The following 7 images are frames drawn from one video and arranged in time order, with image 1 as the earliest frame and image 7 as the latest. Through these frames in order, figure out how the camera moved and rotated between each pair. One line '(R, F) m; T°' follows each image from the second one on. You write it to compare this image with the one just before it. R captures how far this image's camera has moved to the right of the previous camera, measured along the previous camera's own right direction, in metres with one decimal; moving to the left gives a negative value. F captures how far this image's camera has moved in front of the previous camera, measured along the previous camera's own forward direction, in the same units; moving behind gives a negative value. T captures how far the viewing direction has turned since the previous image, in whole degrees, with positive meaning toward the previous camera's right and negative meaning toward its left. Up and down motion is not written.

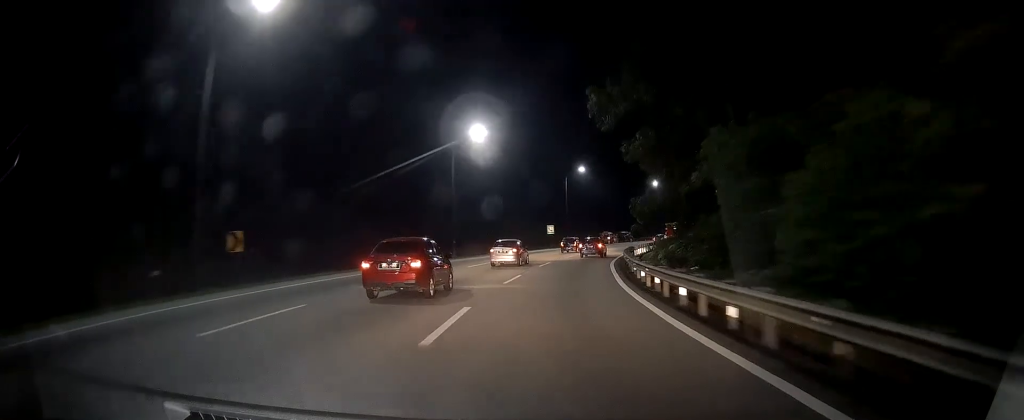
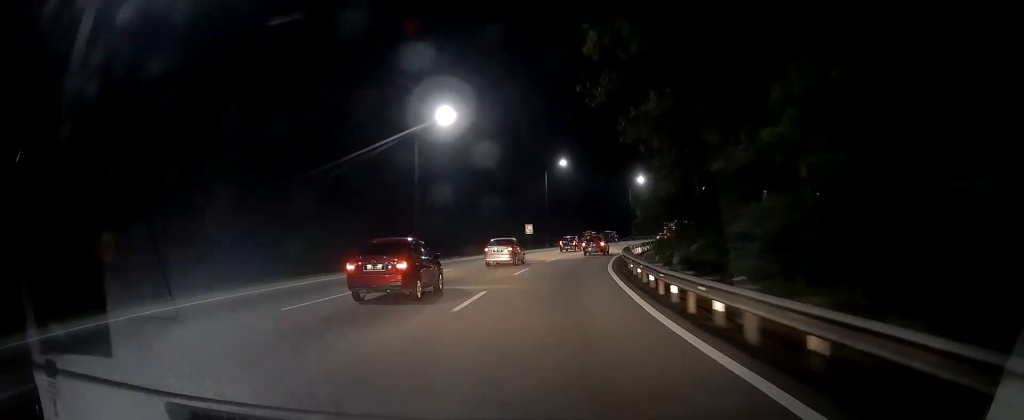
(0.0, +7.9) m; +2°
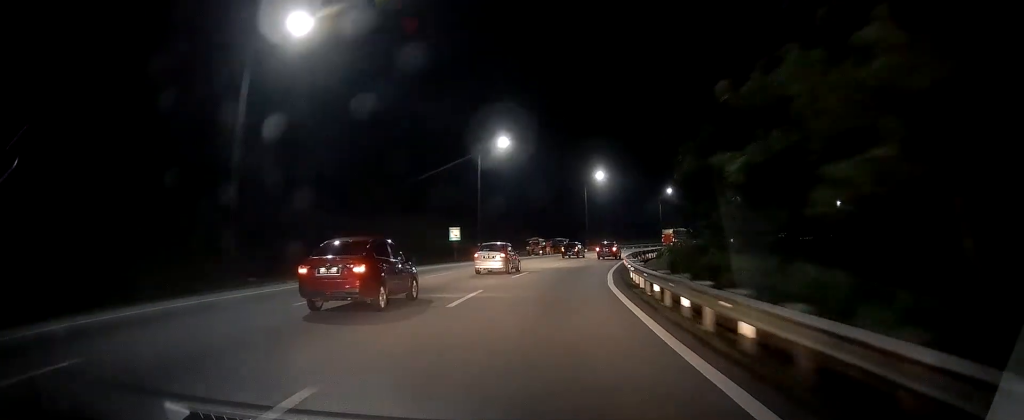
(+1.5, +22.7) m; +6°
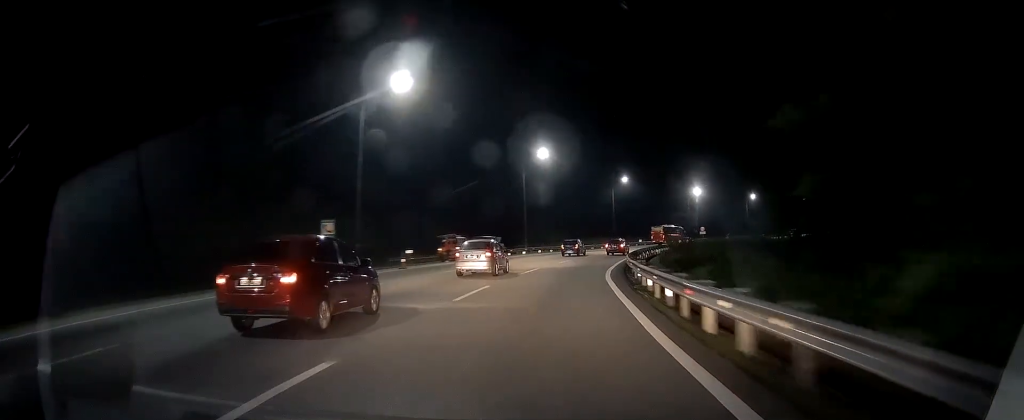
(+1.2, +22.5) m; +7°
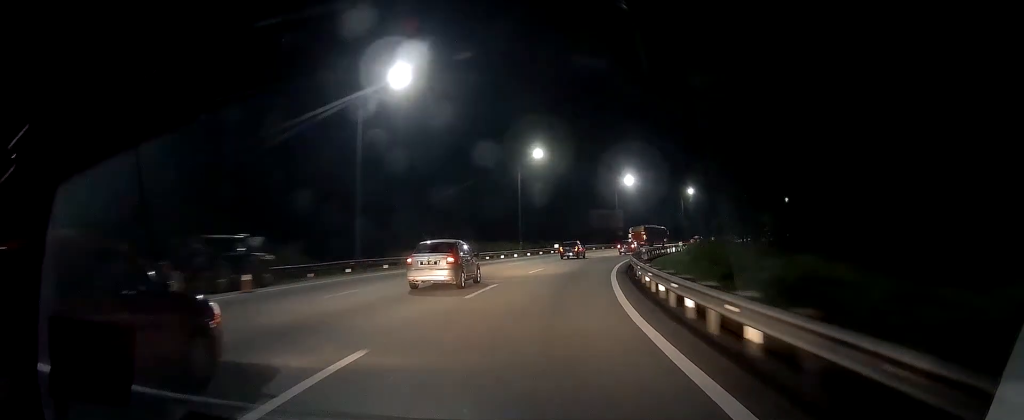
(+3.7, +34.4) m; +11°
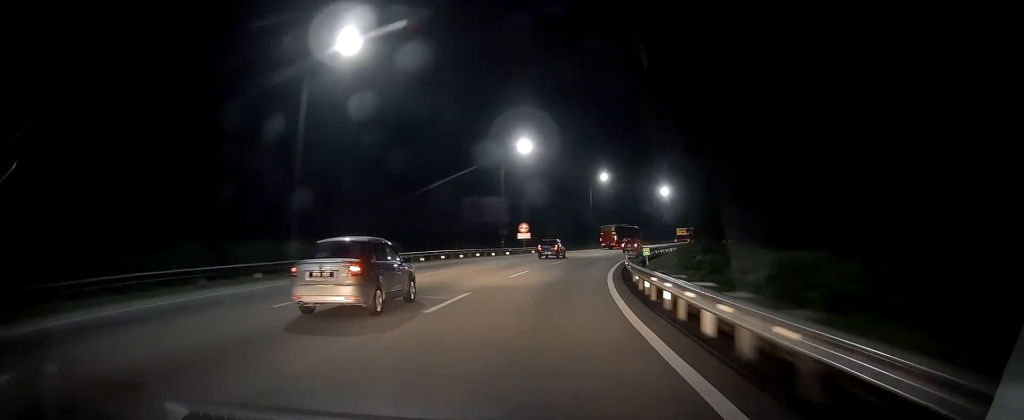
(+2.9, +39.0) m; +11°
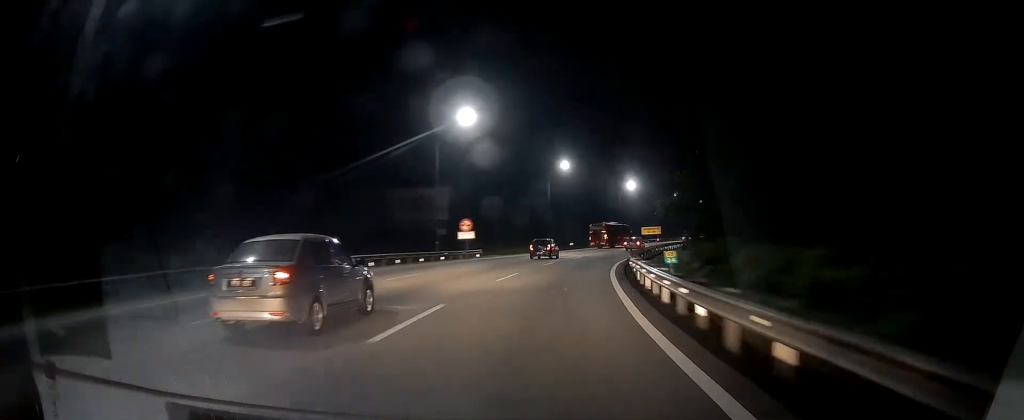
(+0.8, +15.5) m; +8°
